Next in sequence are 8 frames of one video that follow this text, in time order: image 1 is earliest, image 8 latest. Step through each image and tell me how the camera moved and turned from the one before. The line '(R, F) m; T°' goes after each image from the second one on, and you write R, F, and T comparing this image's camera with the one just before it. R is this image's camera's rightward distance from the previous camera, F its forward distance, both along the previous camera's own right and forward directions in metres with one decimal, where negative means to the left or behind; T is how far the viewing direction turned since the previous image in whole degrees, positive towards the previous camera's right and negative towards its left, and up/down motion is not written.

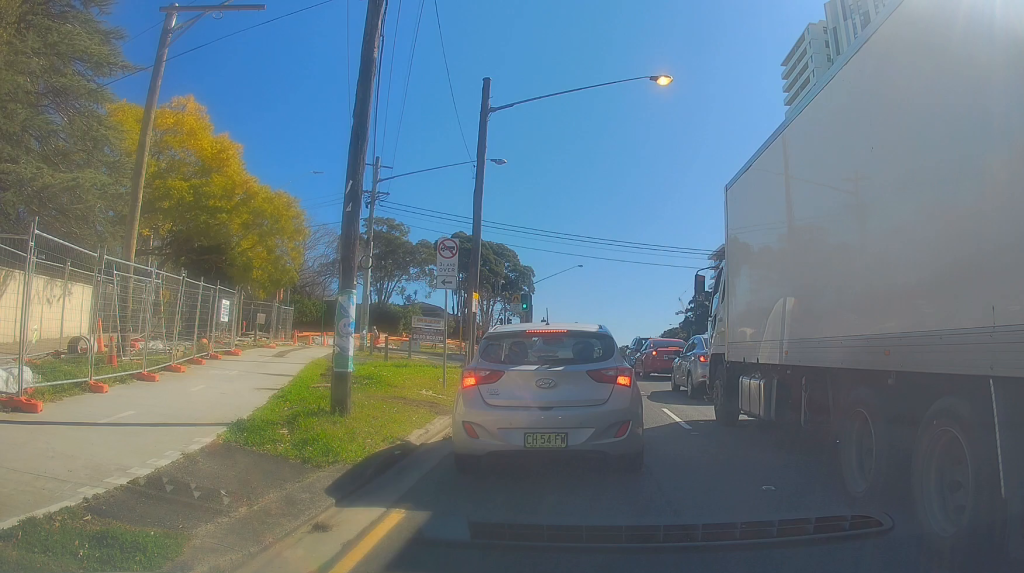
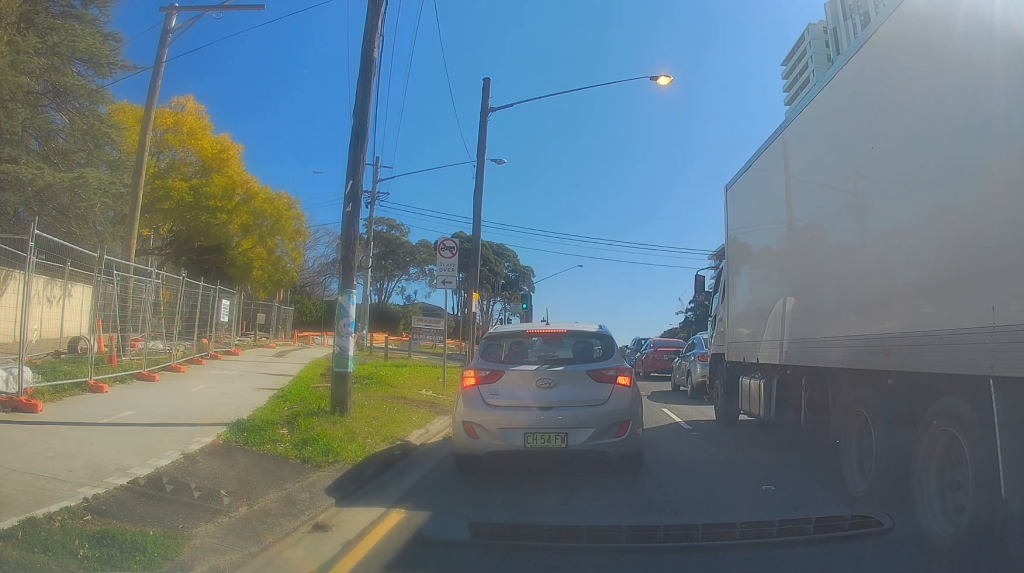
(0.0, 0.0) m; 0°
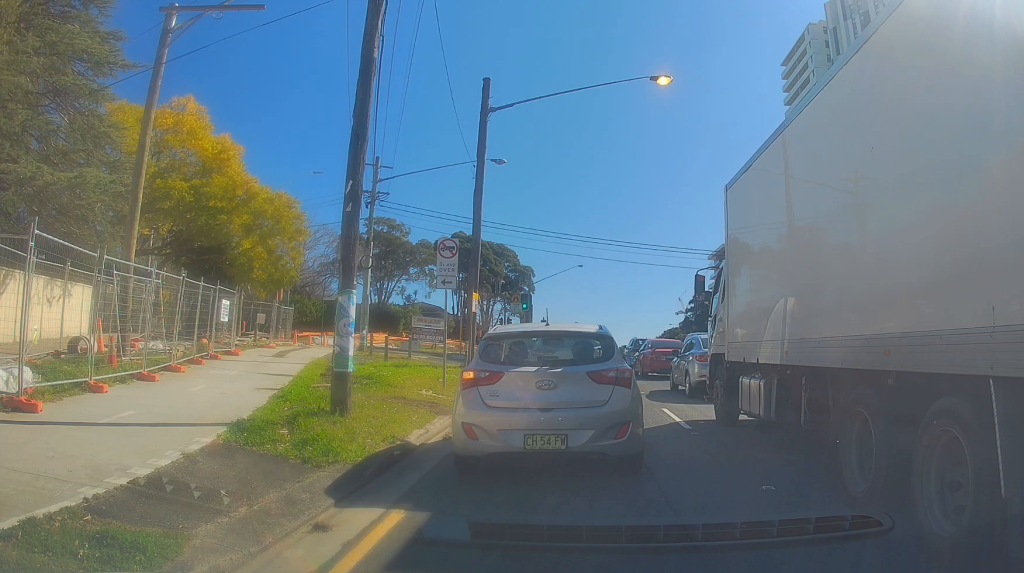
(0.0, 0.0) m; 0°
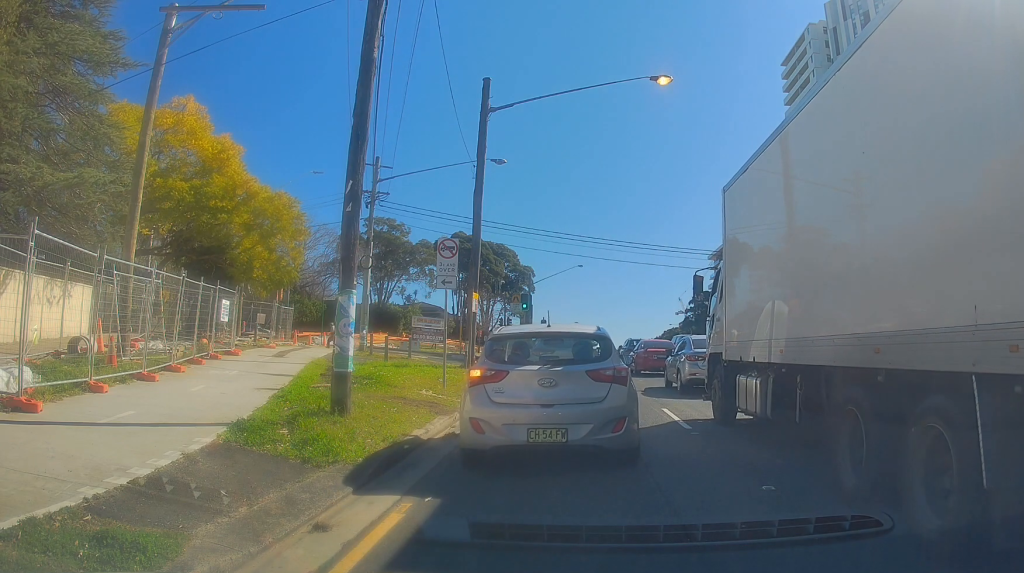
(0.0, +0.1) m; 0°
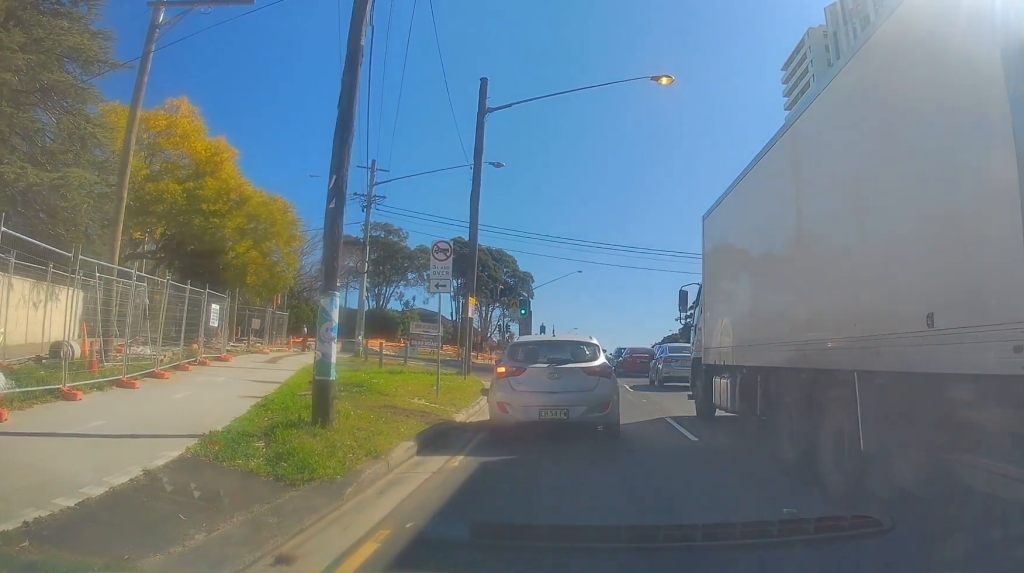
(0.0, +0.6) m; +1°
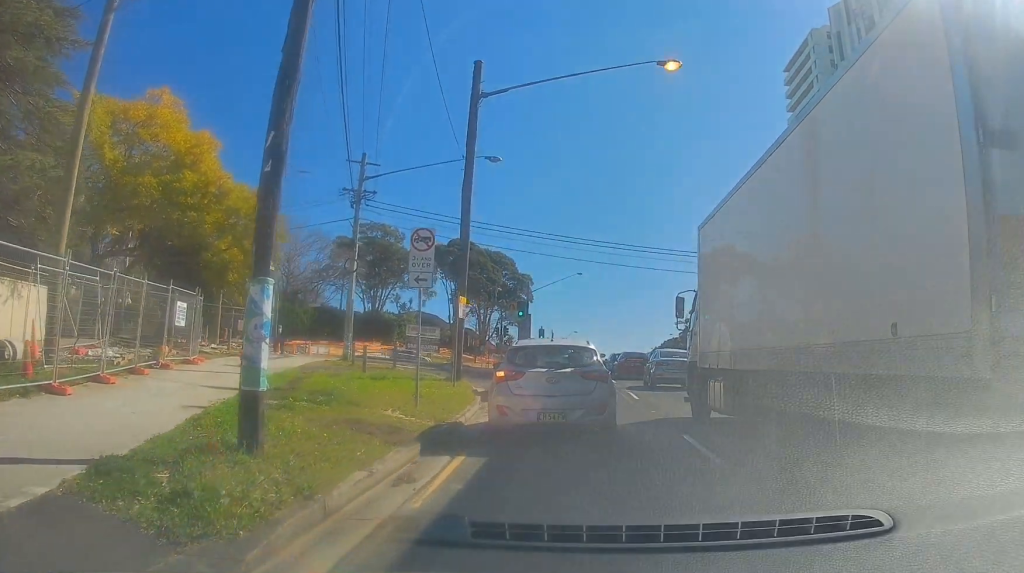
(0.0, +1.2) m; +2°
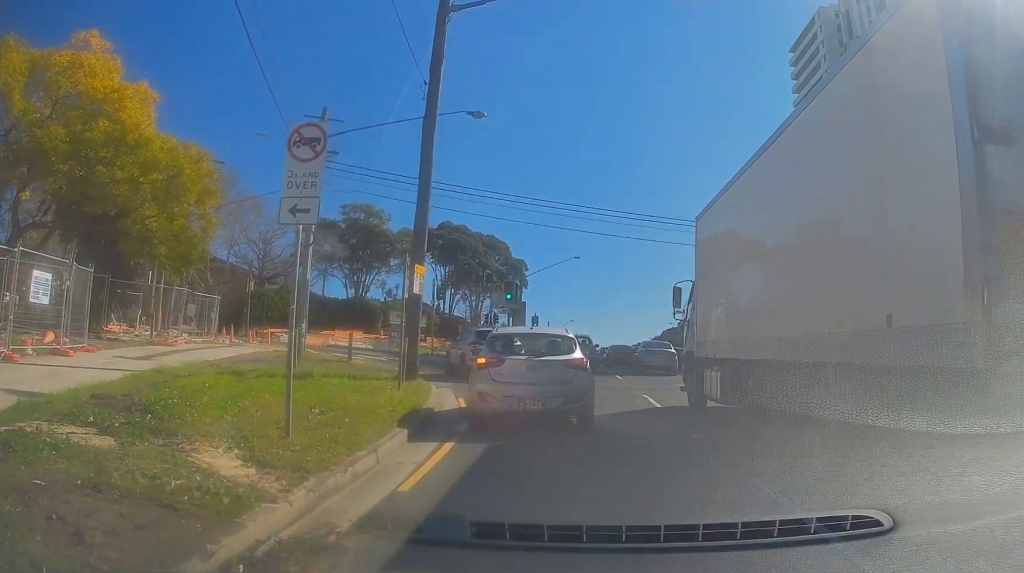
(+0.2, +5.1) m; +3°
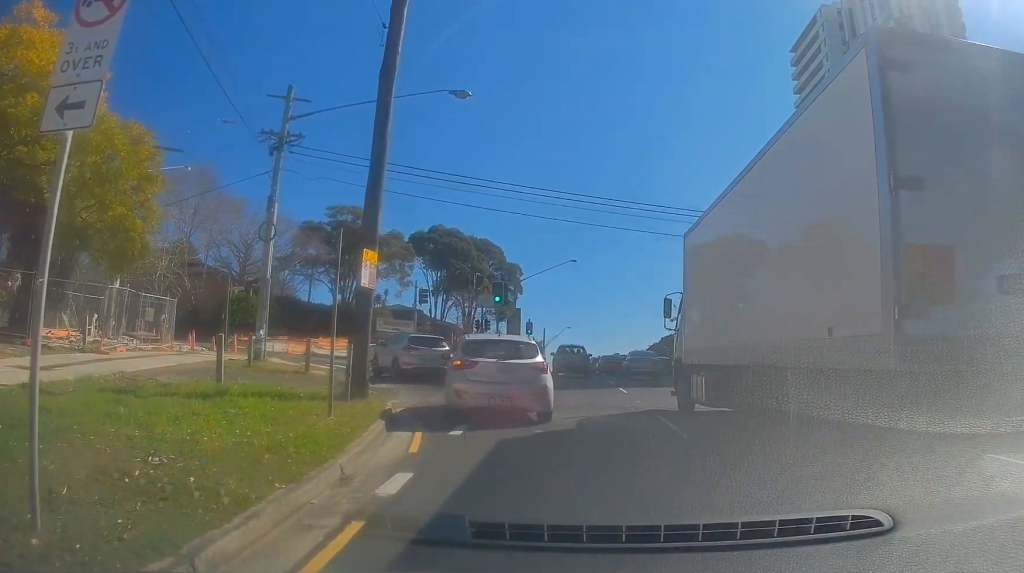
(0.0, +5.1) m; -2°
